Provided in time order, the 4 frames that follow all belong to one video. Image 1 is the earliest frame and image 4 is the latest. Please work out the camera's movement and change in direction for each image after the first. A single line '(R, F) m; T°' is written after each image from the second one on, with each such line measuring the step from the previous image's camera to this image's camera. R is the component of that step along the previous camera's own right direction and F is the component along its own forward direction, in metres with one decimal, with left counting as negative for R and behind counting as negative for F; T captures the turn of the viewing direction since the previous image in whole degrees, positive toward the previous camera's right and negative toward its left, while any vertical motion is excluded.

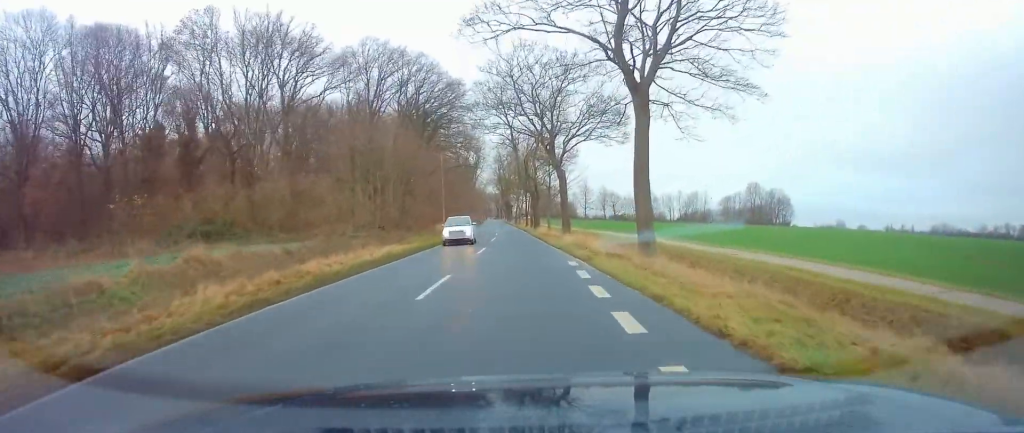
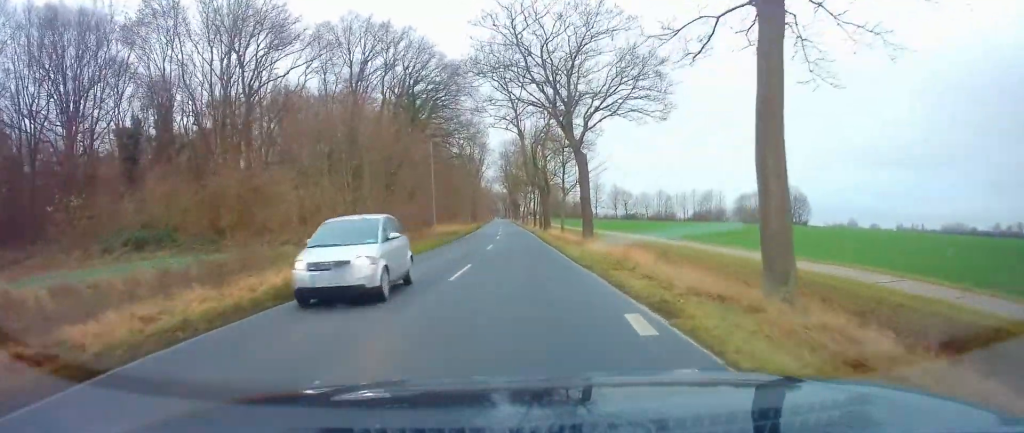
(-0.3, +9.0) m; -2°
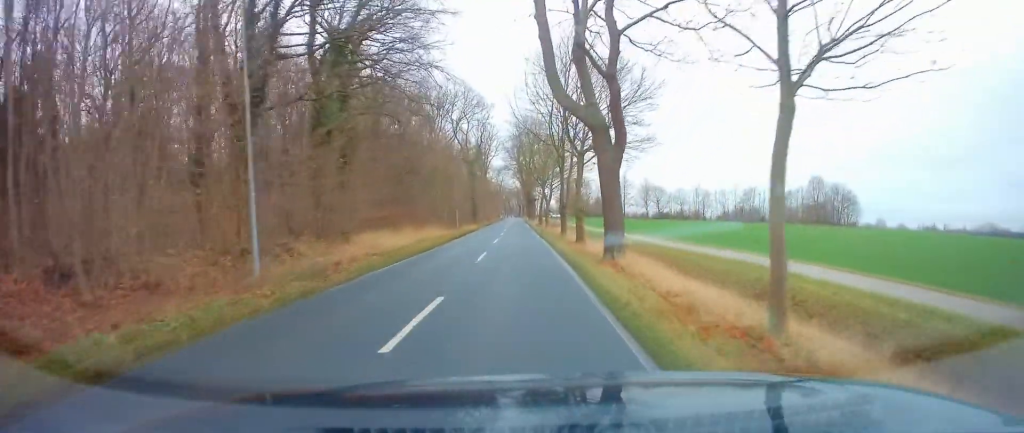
(-0.8, +29.7) m; -2°
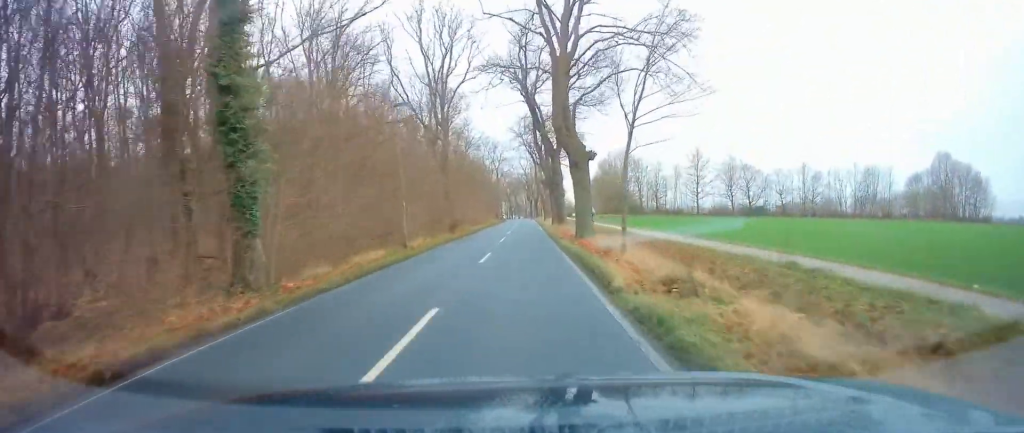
(-1.8, +69.0) m; 0°
